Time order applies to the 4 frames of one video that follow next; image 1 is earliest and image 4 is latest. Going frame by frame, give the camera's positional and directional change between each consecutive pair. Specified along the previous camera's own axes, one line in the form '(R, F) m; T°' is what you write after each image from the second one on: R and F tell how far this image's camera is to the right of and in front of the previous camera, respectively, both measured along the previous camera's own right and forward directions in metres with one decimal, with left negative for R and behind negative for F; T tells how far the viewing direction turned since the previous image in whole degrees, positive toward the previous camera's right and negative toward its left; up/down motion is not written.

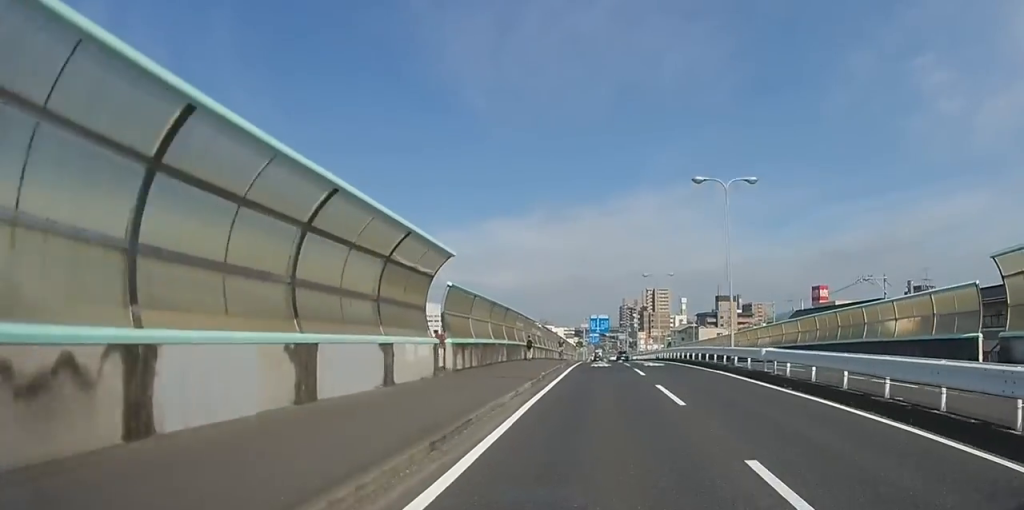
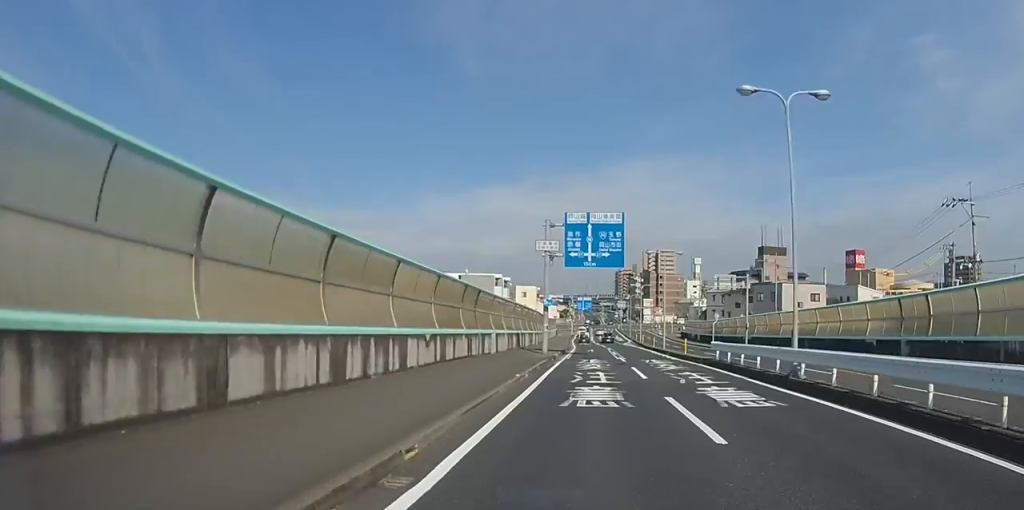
(+0.9, +64.7) m; +1°
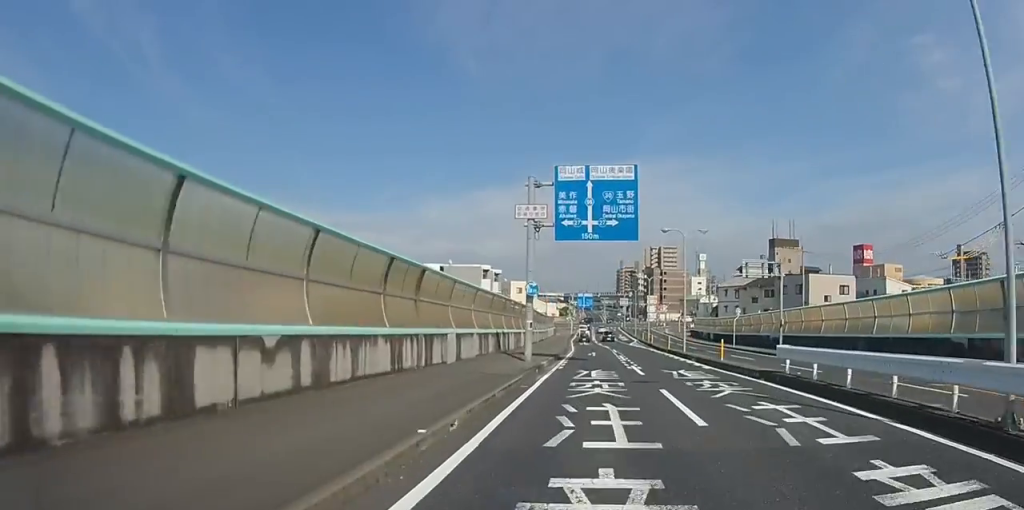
(0.0, +8.8) m; 0°
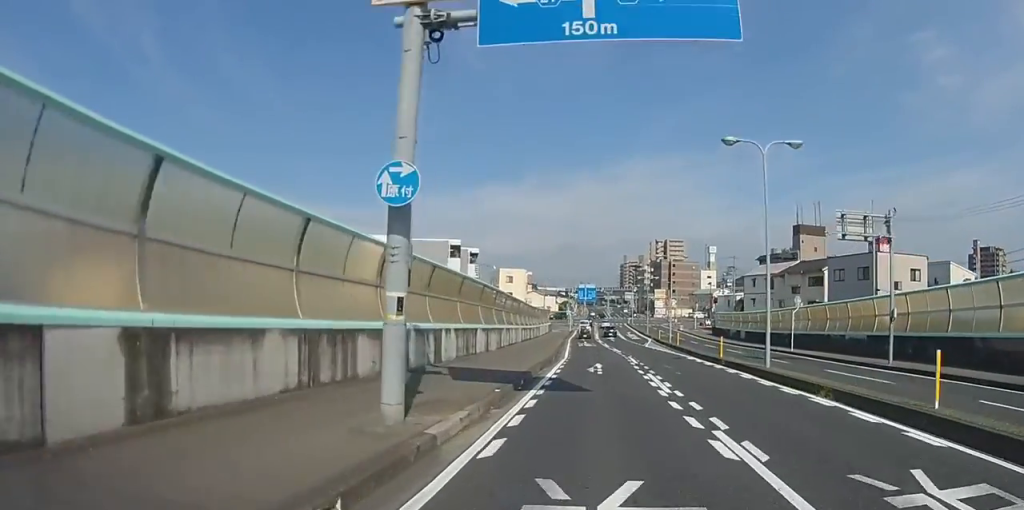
(0.0, +15.8) m; 0°
